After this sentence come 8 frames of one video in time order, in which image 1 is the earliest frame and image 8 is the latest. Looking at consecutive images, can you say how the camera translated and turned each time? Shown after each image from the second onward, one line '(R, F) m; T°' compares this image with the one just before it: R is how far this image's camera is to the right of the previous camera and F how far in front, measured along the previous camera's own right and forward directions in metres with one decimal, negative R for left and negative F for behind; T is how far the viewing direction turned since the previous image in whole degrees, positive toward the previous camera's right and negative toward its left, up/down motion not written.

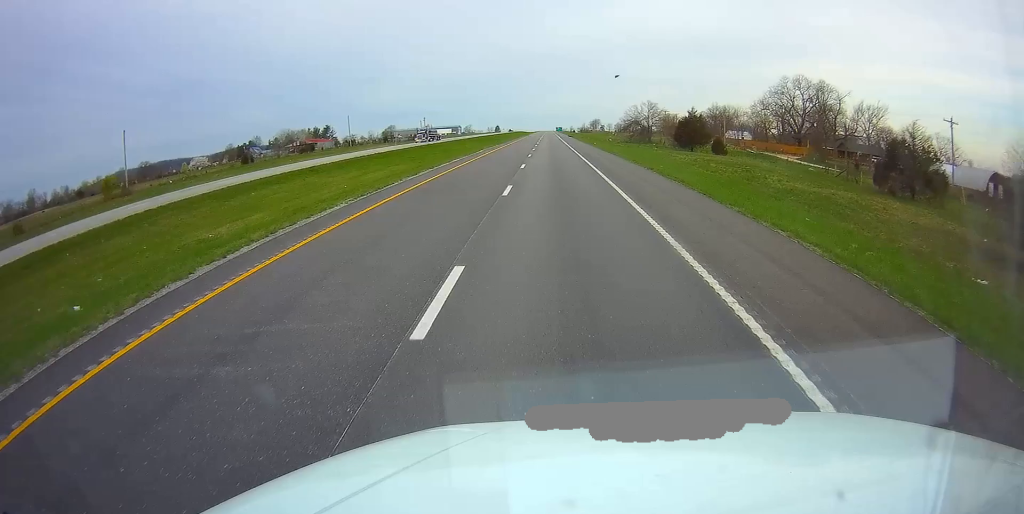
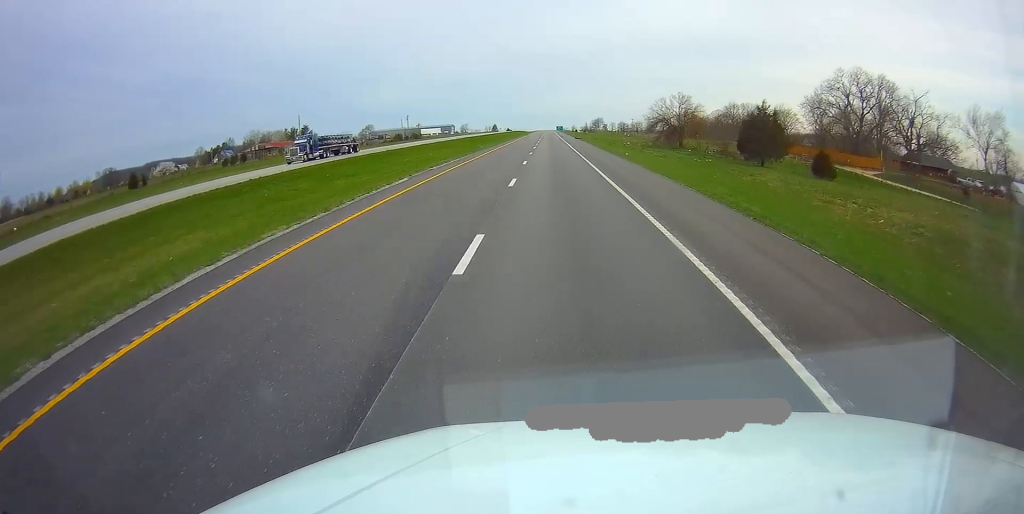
(0.0, +33.5) m; 0°
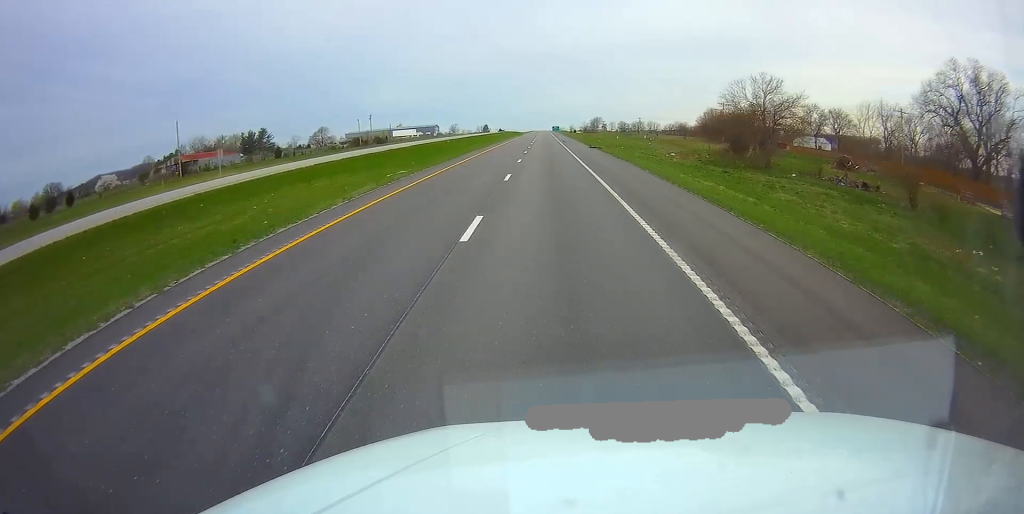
(+0.2, +45.5) m; 0°
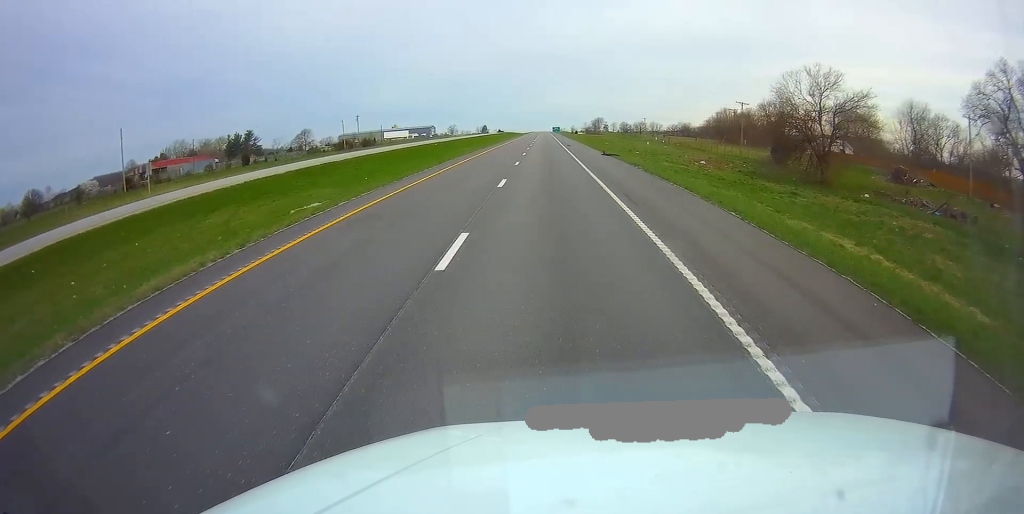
(+0.1, +14.1) m; 0°
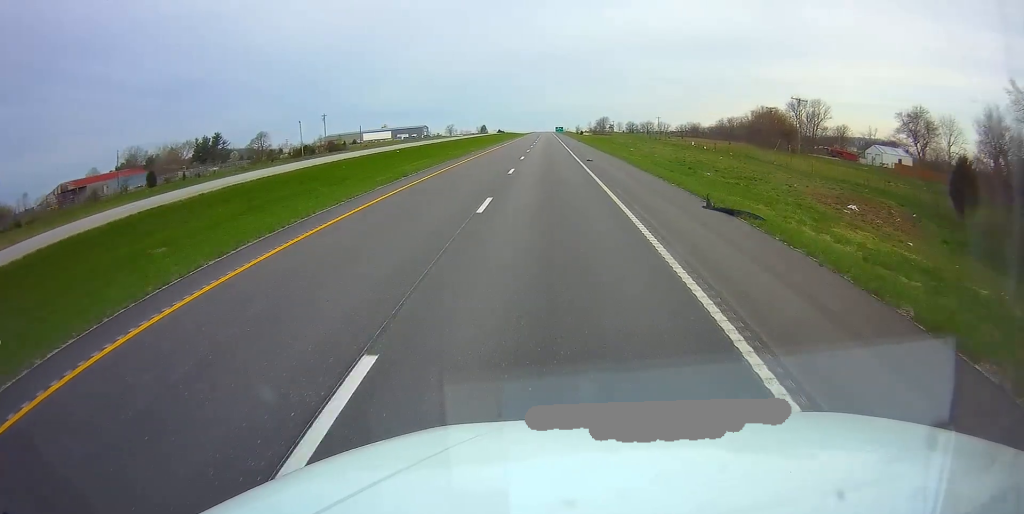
(-0.2, +30.3) m; -1°
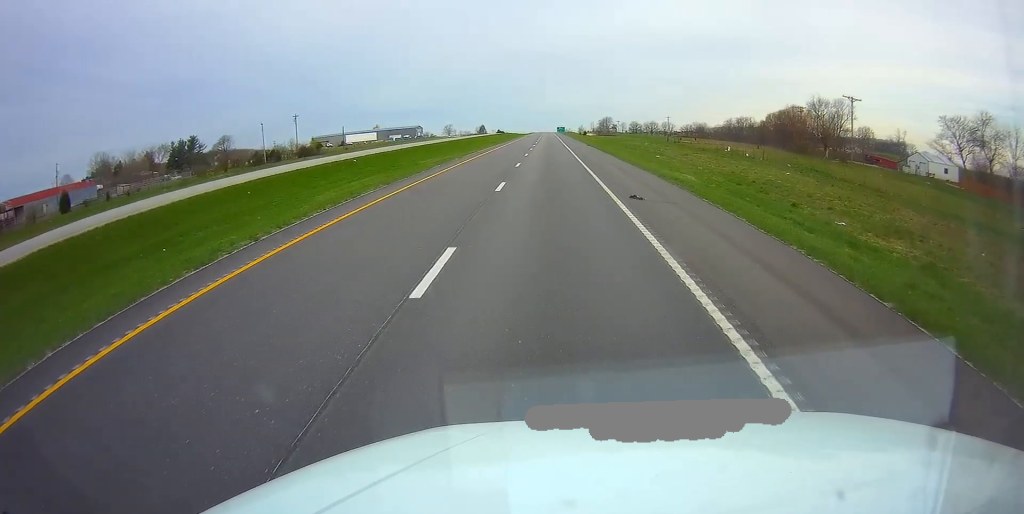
(-0.1, +19.2) m; 0°
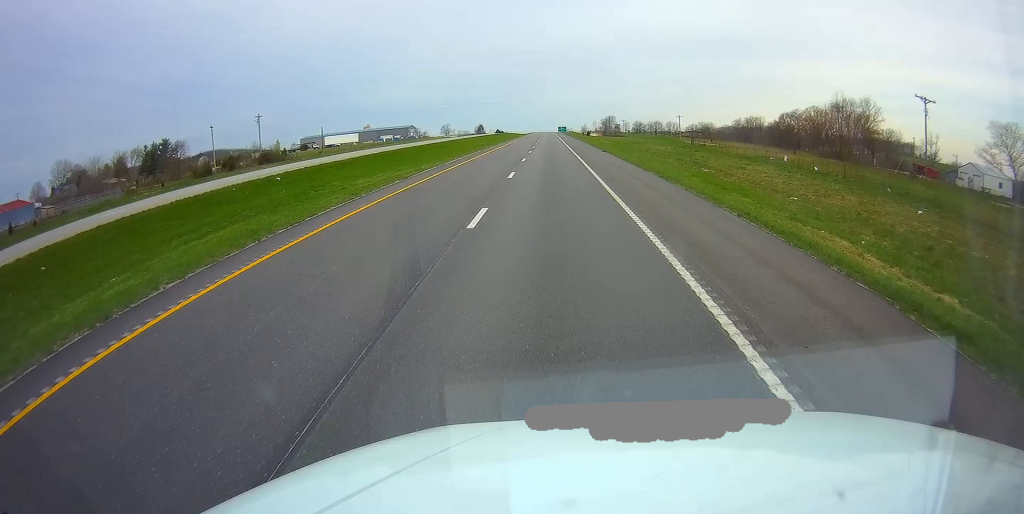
(0.0, +19.2) m; 0°
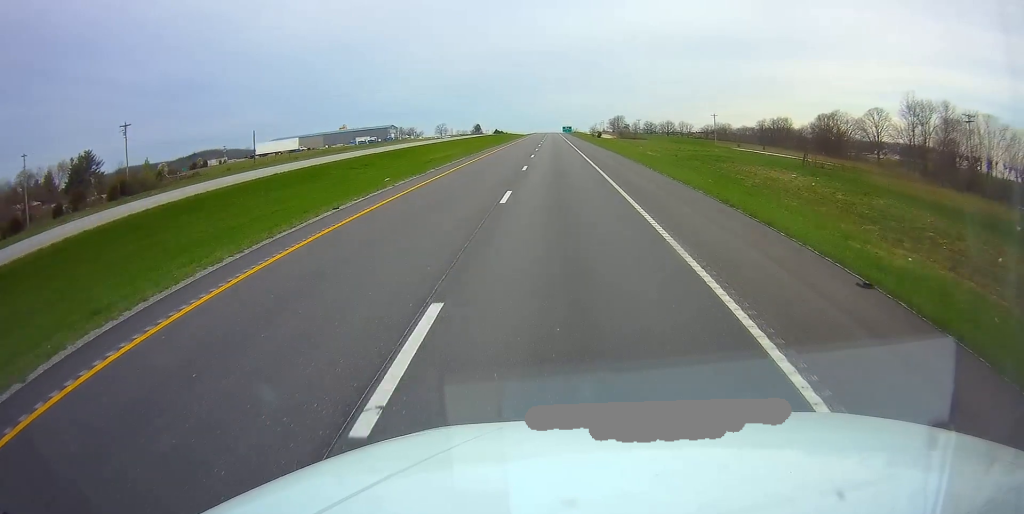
(+0.3, +44.4) m; 0°
